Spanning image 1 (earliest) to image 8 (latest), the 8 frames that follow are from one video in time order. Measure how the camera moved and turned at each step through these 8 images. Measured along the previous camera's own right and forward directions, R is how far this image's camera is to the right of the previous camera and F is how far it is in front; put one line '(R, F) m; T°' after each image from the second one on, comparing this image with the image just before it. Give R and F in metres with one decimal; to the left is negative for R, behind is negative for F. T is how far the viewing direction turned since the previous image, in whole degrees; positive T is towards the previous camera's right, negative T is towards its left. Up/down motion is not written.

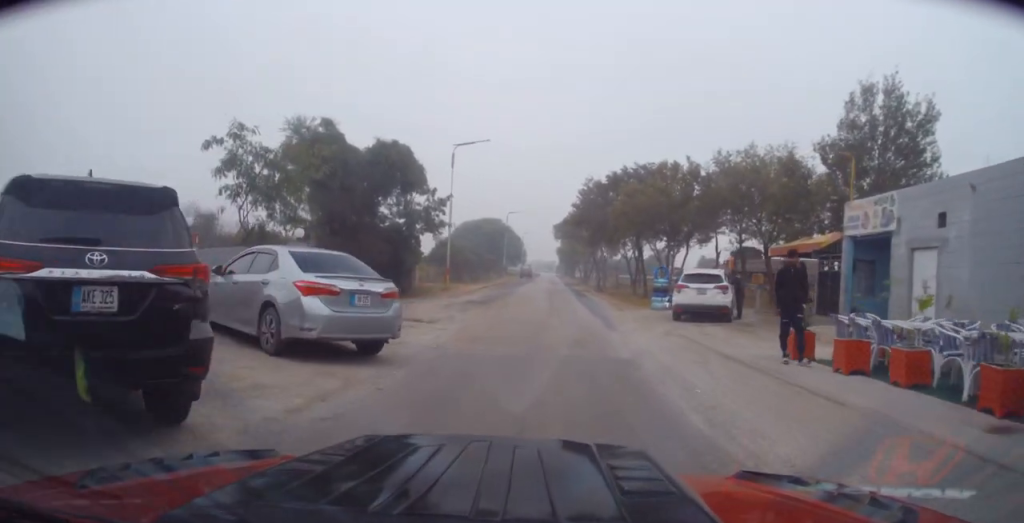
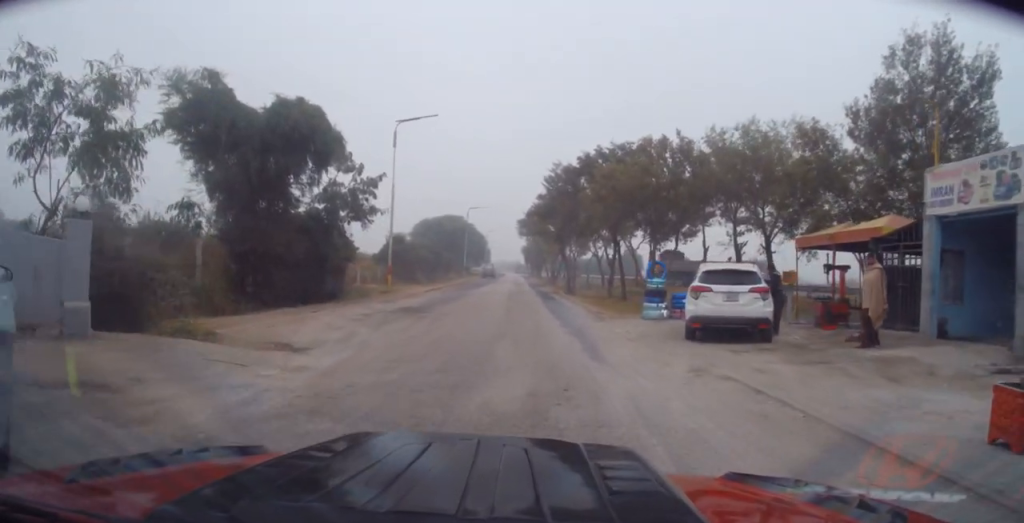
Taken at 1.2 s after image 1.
(-0.1, +6.2) m; -1°
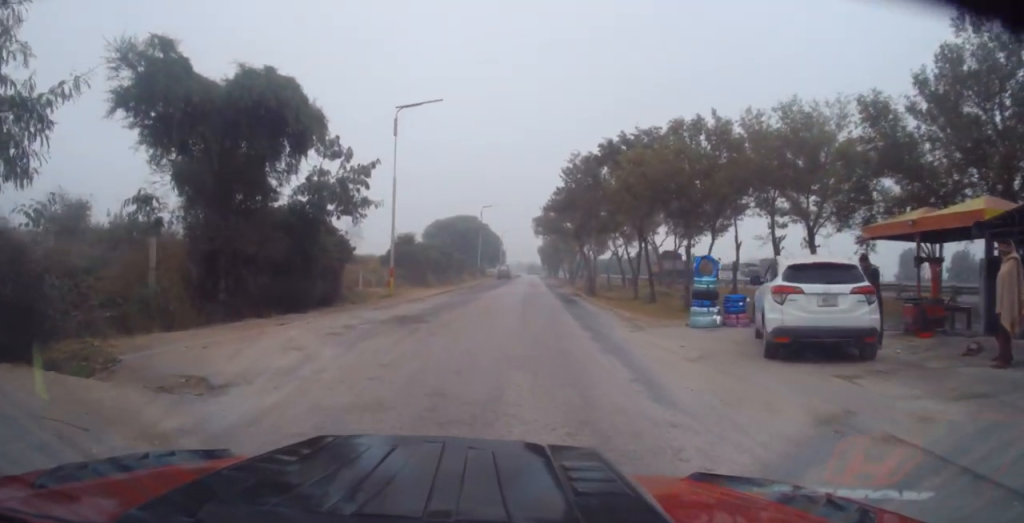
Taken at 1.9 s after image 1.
(0.0, +3.3) m; -5°
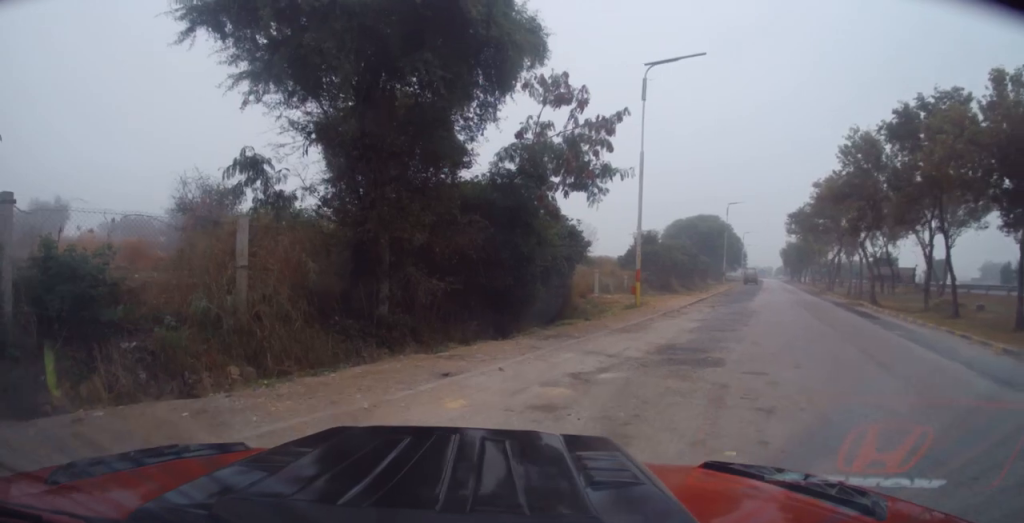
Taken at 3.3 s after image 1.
(-1.0, +6.5) m; -13°
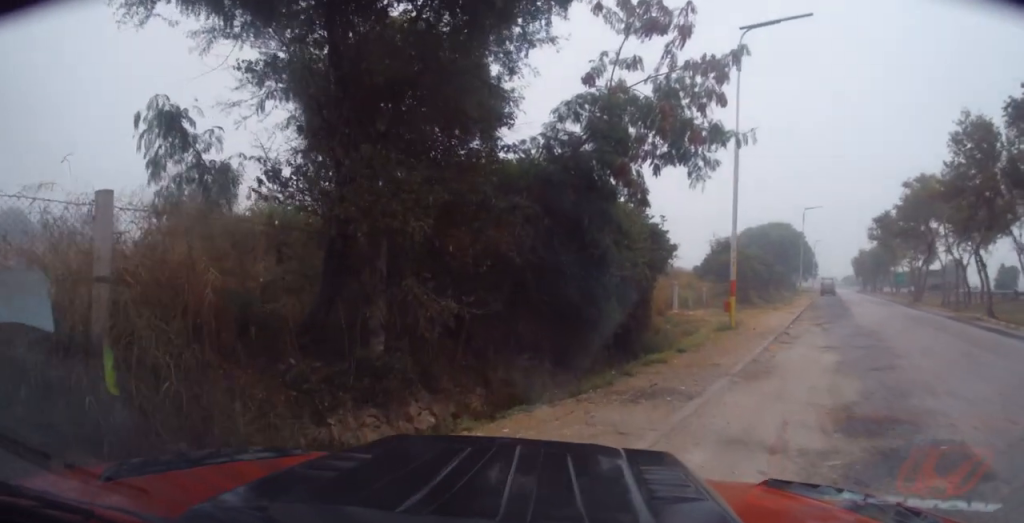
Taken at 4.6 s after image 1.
(+0.3, +4.6) m; -2°
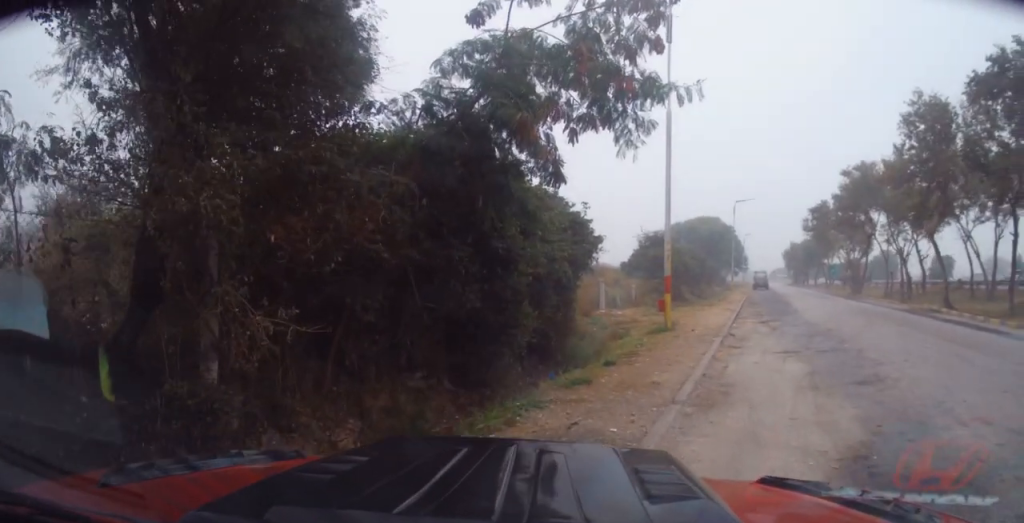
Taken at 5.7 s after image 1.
(-0.4, +2.0) m; 0°
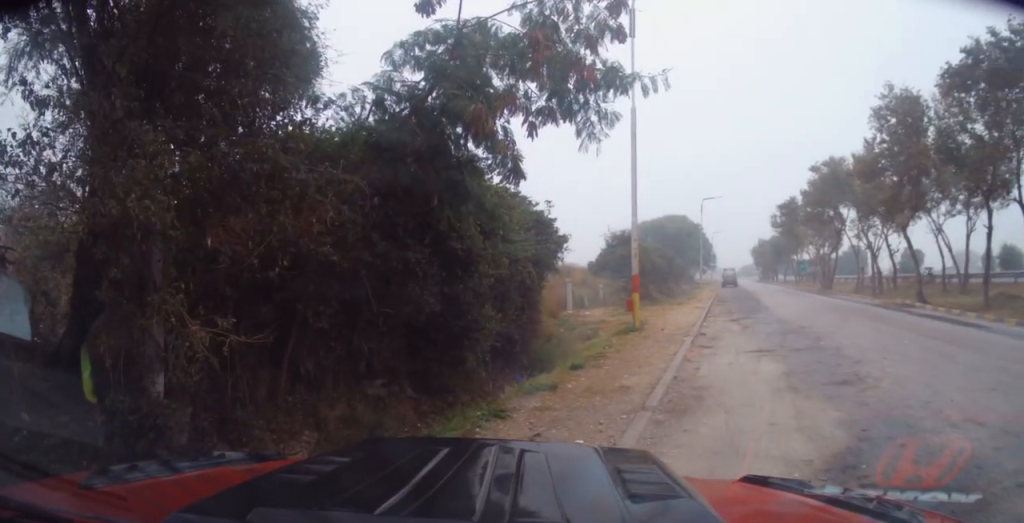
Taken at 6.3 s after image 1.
(+0.3, 0.0) m; 0°
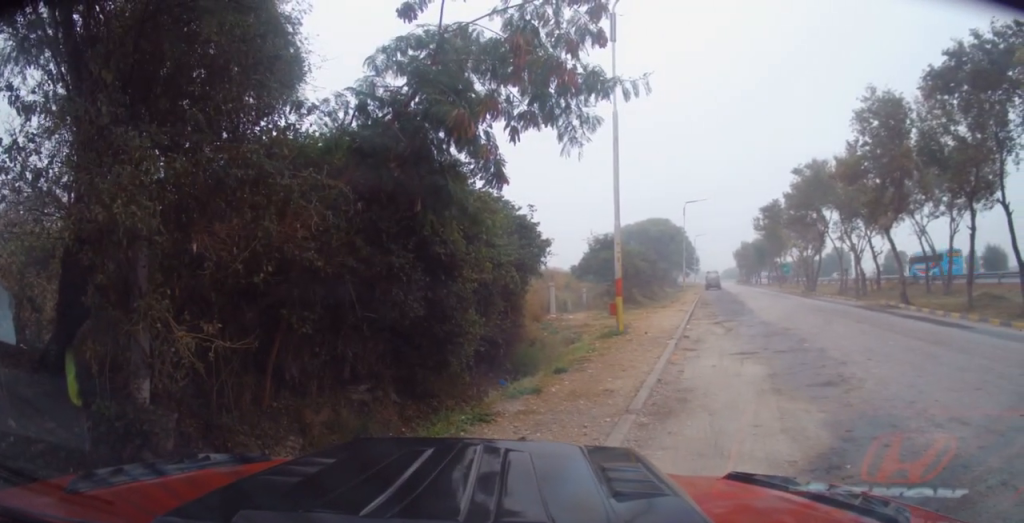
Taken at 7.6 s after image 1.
(+0.3, -0.1) m; 0°
